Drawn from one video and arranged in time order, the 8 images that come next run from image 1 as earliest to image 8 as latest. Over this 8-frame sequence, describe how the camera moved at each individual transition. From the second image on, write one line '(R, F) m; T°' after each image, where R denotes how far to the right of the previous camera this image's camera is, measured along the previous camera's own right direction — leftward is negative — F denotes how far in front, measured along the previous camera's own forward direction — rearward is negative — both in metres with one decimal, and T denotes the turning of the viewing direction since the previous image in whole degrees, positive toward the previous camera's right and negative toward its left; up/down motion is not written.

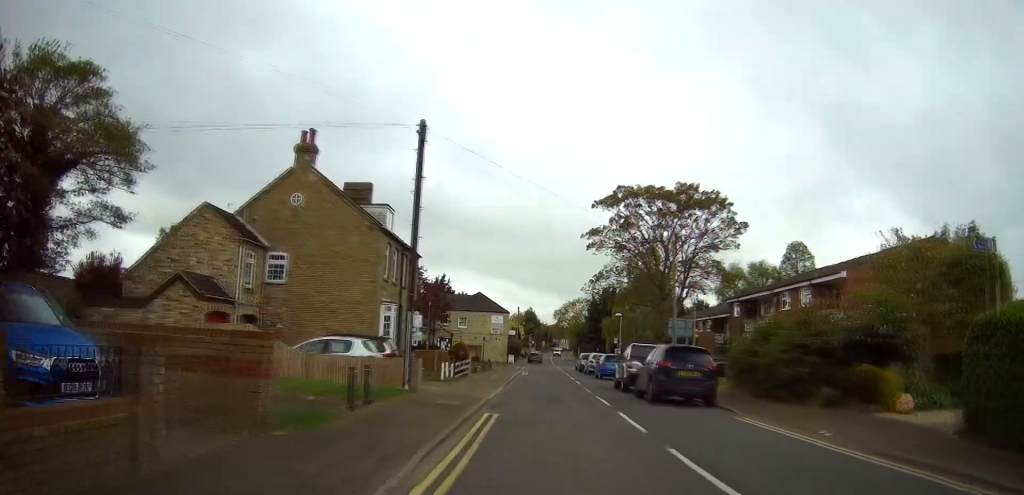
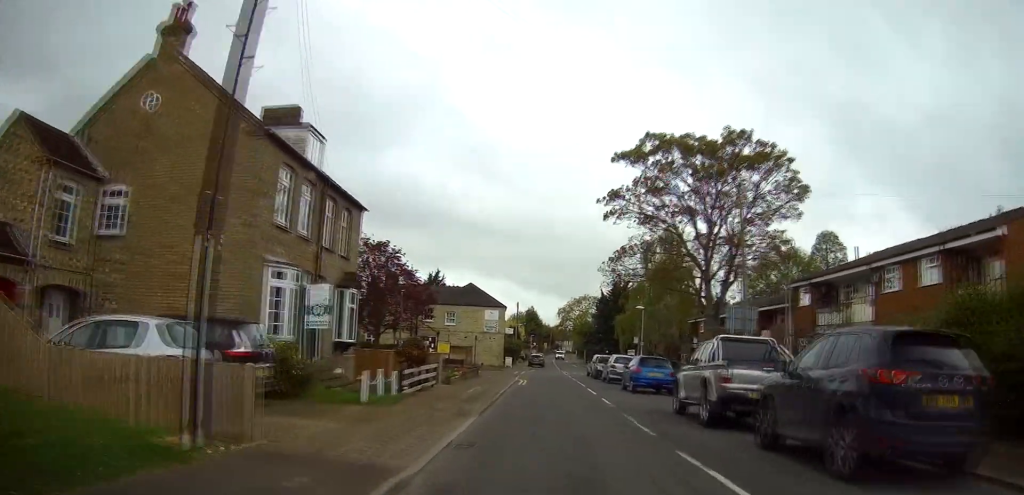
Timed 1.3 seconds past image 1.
(-0.2, +12.0) m; -2°
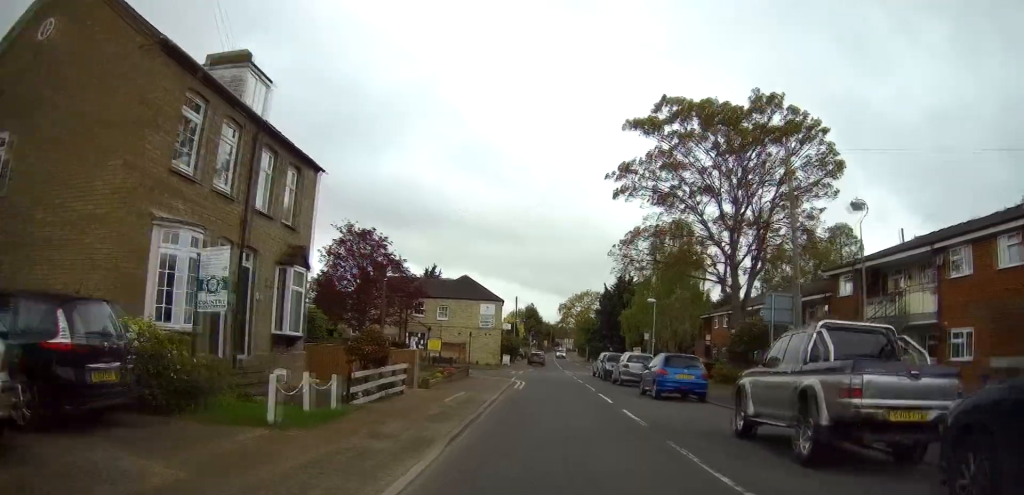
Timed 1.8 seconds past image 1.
(0.0, +5.0) m; 0°
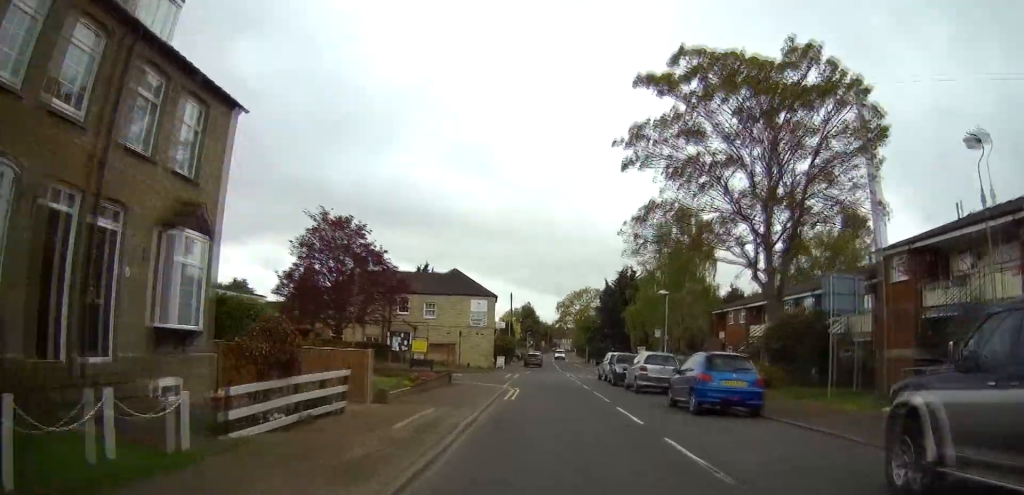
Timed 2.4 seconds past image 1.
(0.0, +5.4) m; 0°
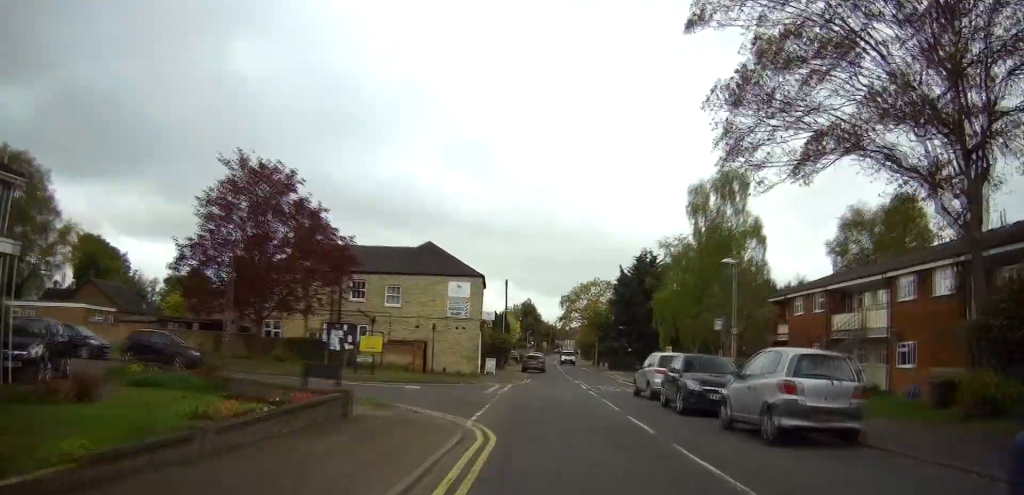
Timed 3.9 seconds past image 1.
(+0.1, +13.8) m; +1°
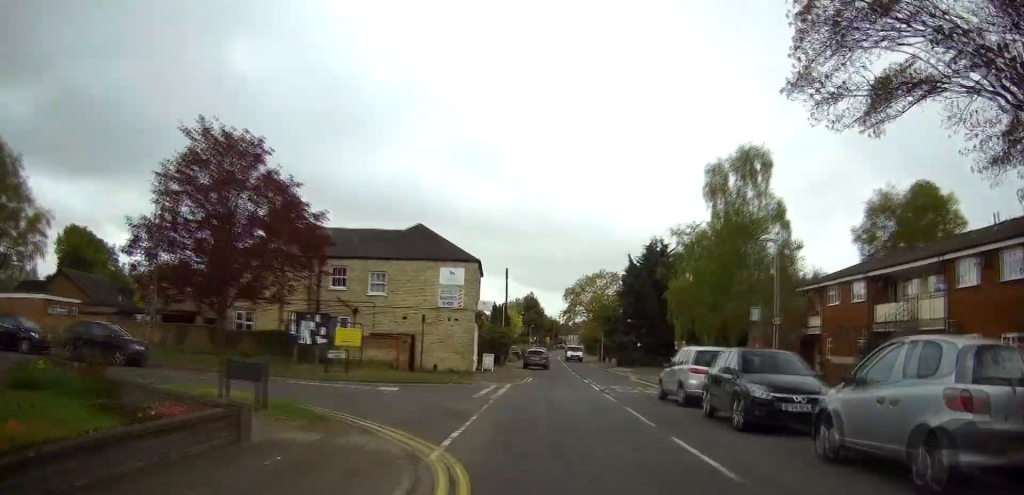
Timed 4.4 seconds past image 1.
(0.0, +4.6) m; 0°
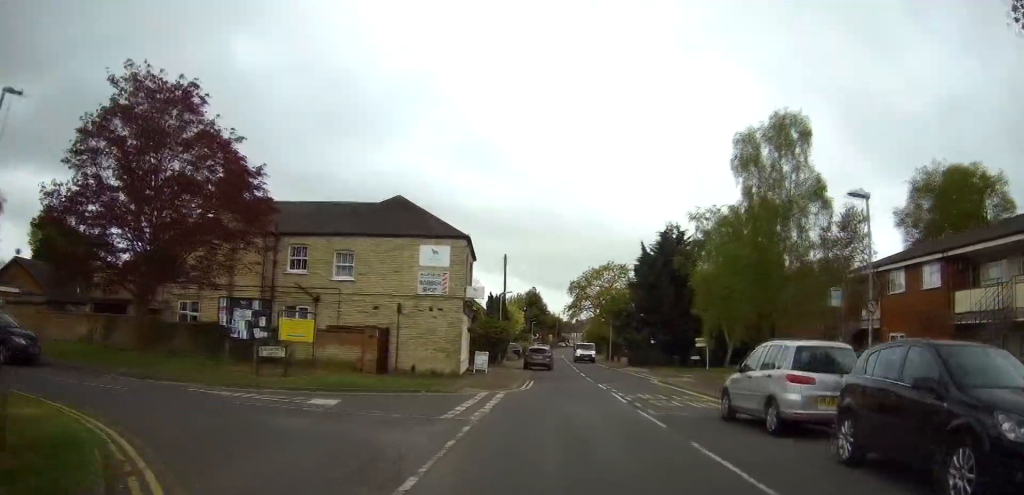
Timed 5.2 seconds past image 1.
(-0.1, +6.8) m; -1°
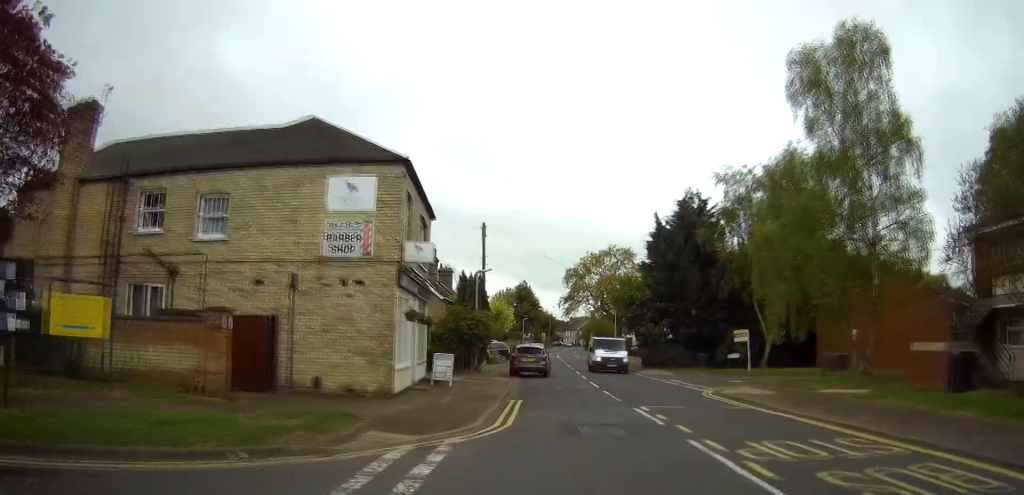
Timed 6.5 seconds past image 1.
(0.0, +11.8) m; +1°
